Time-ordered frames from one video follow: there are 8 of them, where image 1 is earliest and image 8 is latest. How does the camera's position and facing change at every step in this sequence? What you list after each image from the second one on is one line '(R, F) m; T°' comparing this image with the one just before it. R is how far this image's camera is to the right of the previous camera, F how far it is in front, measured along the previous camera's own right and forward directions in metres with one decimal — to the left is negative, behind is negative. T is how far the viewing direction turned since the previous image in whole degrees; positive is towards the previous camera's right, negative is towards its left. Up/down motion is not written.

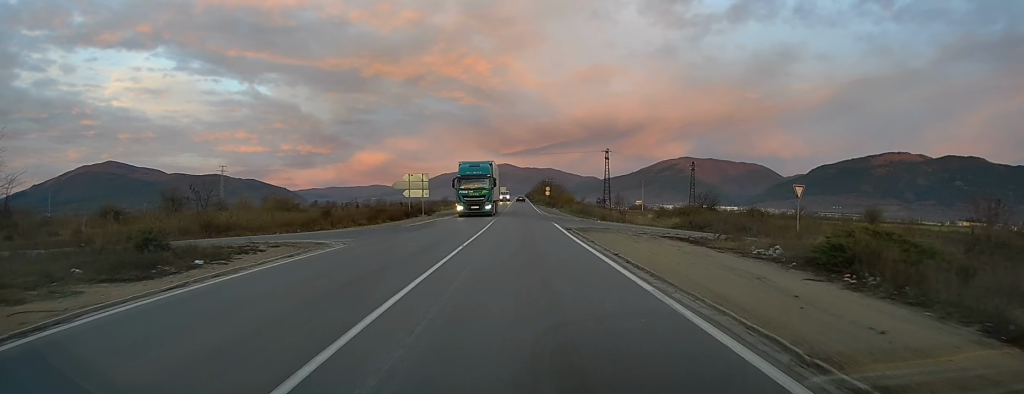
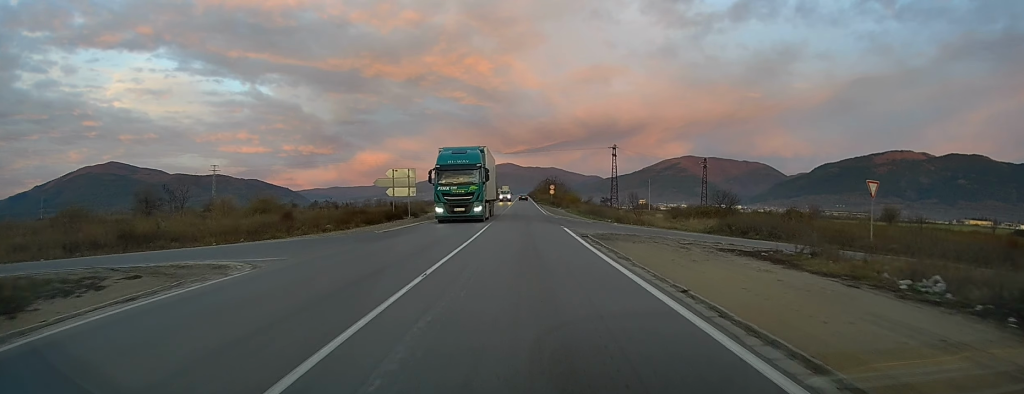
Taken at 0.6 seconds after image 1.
(-0.1, +7.4) m; -1°
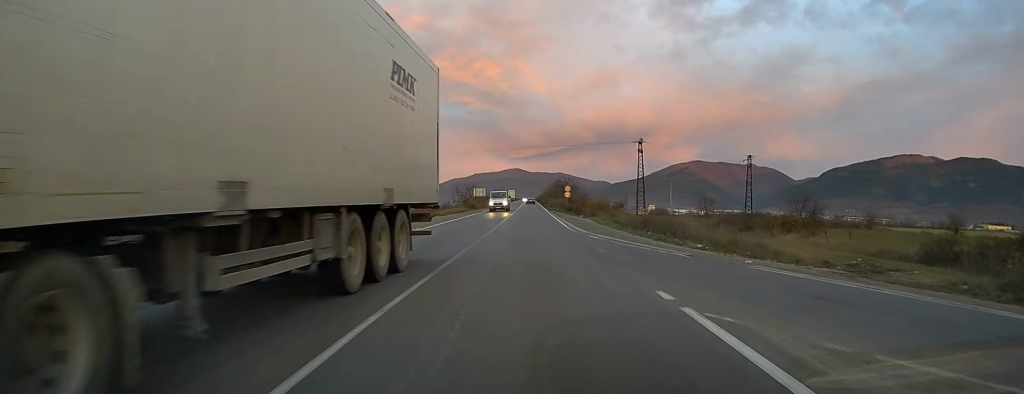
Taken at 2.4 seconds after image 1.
(-0.3, +23.6) m; -1°
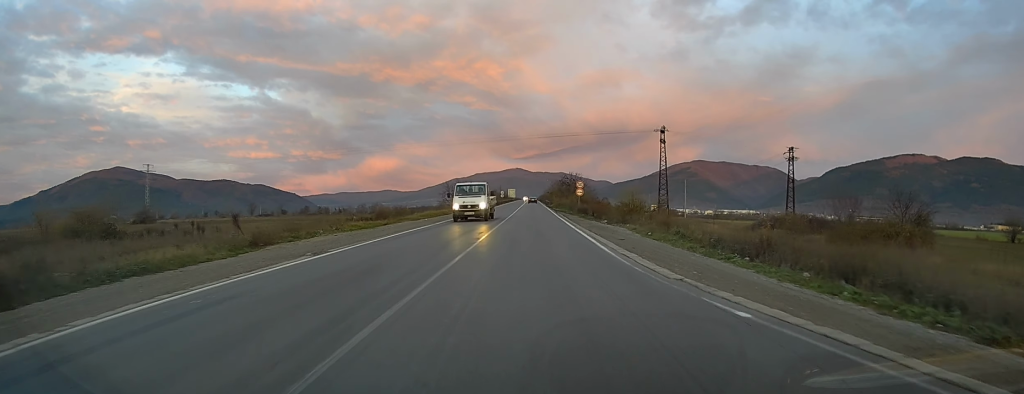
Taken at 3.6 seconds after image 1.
(-0.2, +17.8) m; -1°
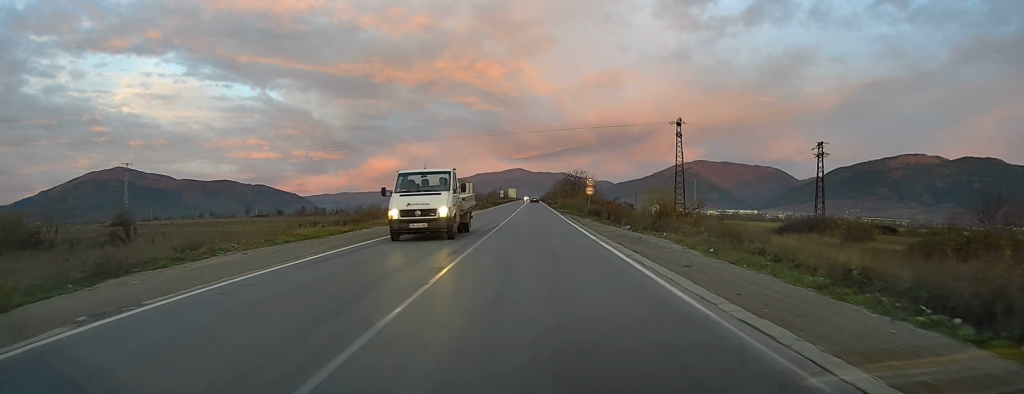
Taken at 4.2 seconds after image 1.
(0.0, +9.5) m; 0°
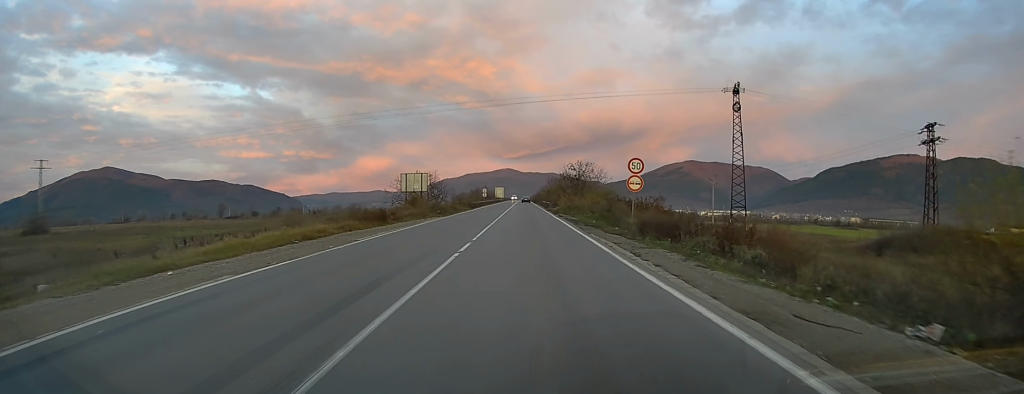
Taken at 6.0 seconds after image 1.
(+0.4, +26.9) m; +1°
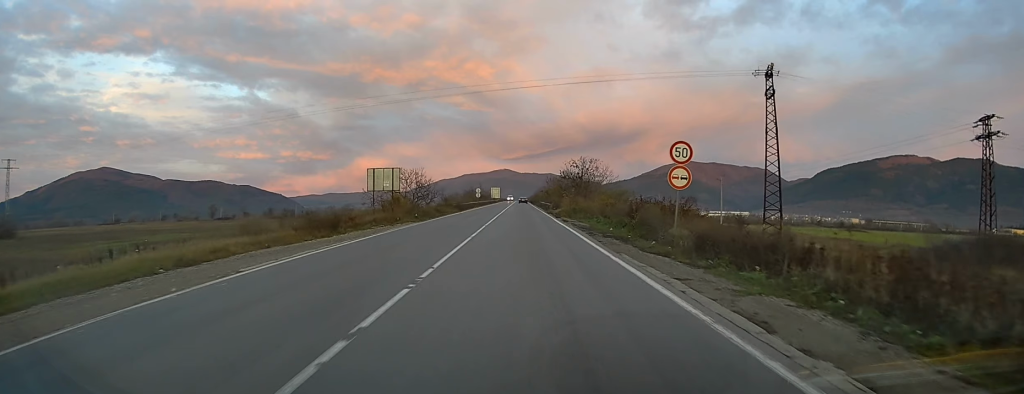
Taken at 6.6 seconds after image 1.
(-0.1, +9.0) m; -1°
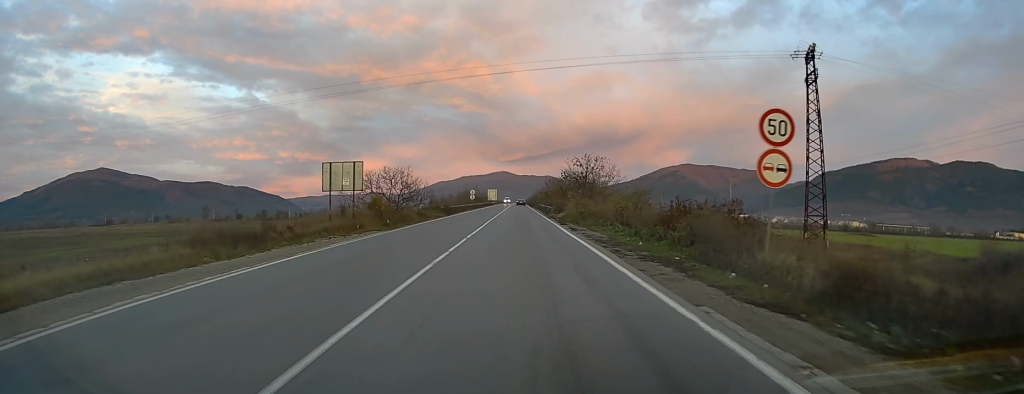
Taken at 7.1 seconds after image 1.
(0.0, +7.8) m; 0°
